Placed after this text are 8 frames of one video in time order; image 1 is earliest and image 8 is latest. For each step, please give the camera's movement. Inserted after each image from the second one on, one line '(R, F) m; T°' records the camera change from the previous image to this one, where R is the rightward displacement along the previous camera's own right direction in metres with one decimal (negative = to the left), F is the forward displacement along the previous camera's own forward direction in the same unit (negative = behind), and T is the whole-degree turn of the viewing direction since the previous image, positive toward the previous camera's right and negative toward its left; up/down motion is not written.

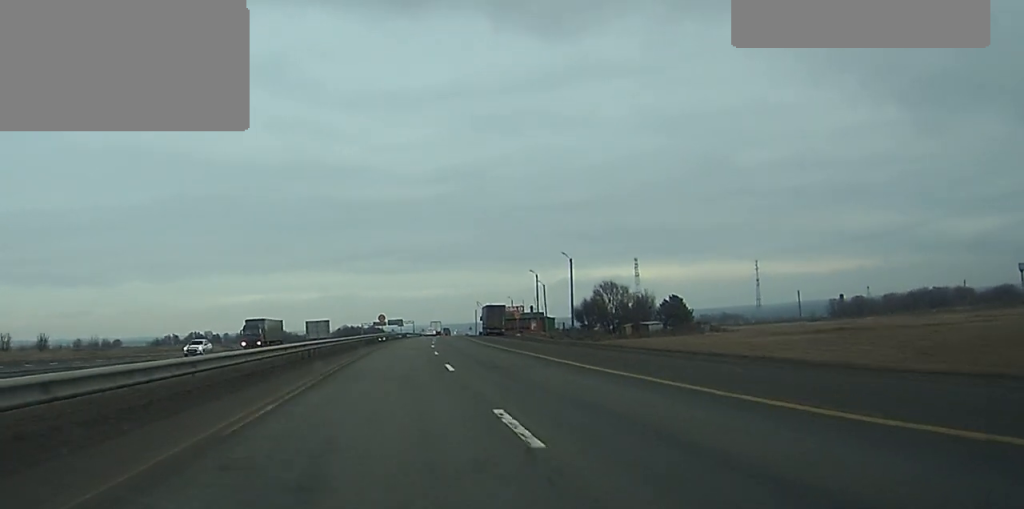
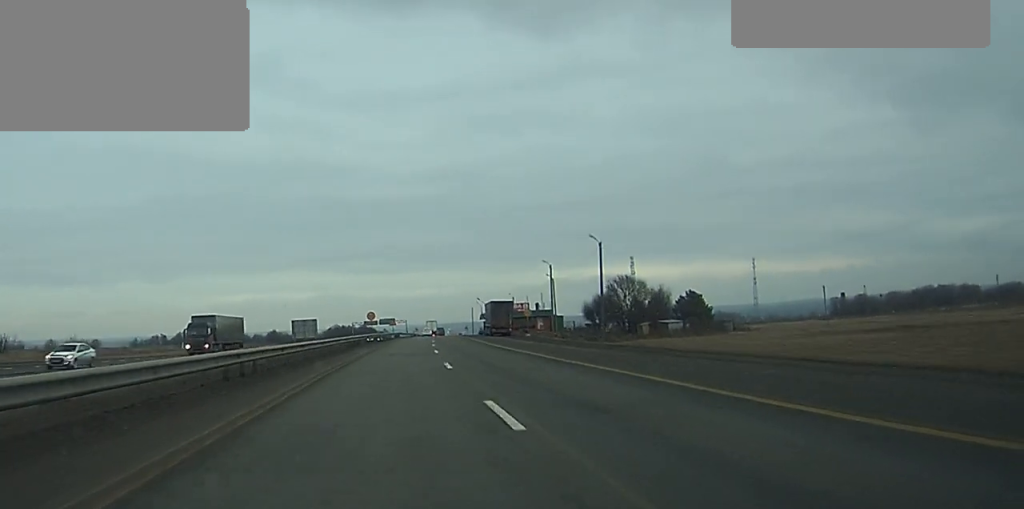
(+0.4, +14.9) m; +1°
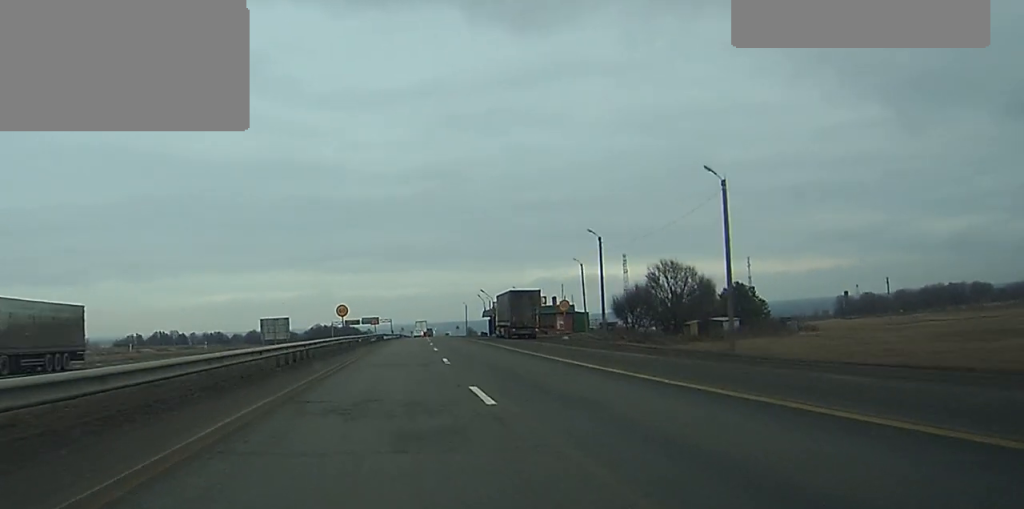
(+0.5, +28.9) m; +2°
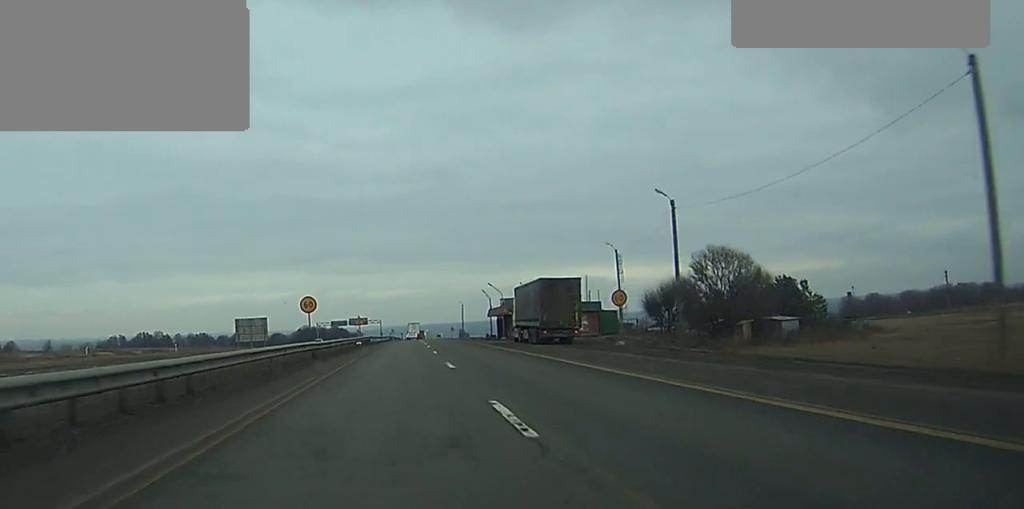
(+0.1, +19.6) m; +1°
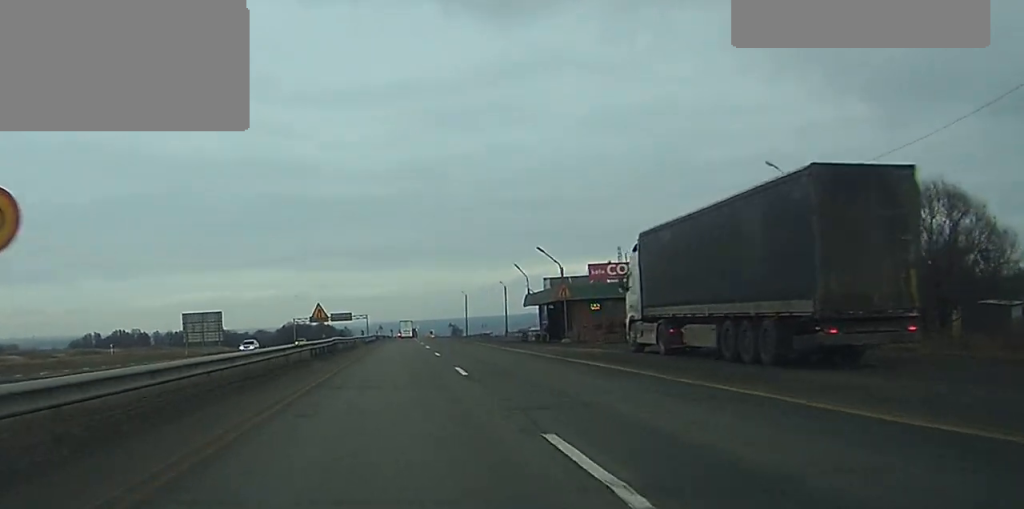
(+0.4, +37.5) m; +1°
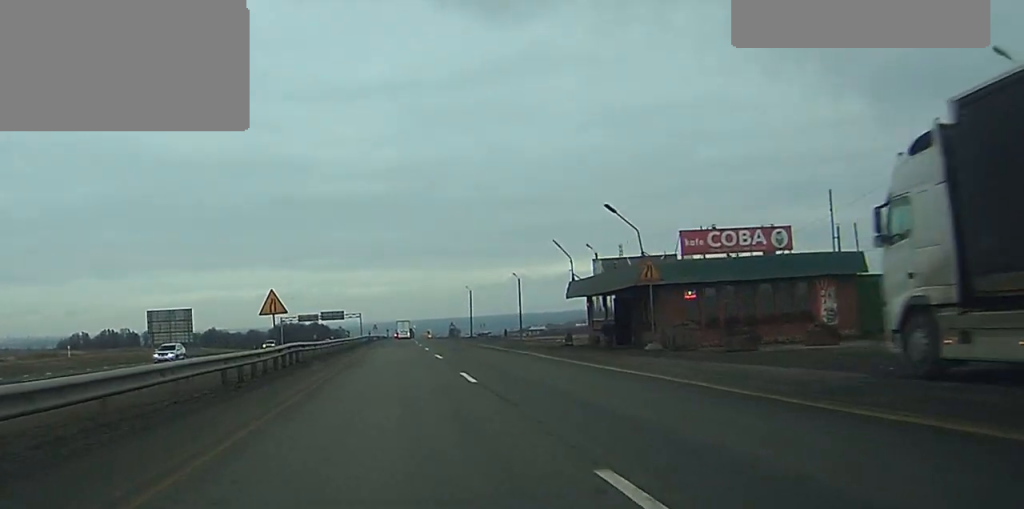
(0.0, +18.7) m; 0°
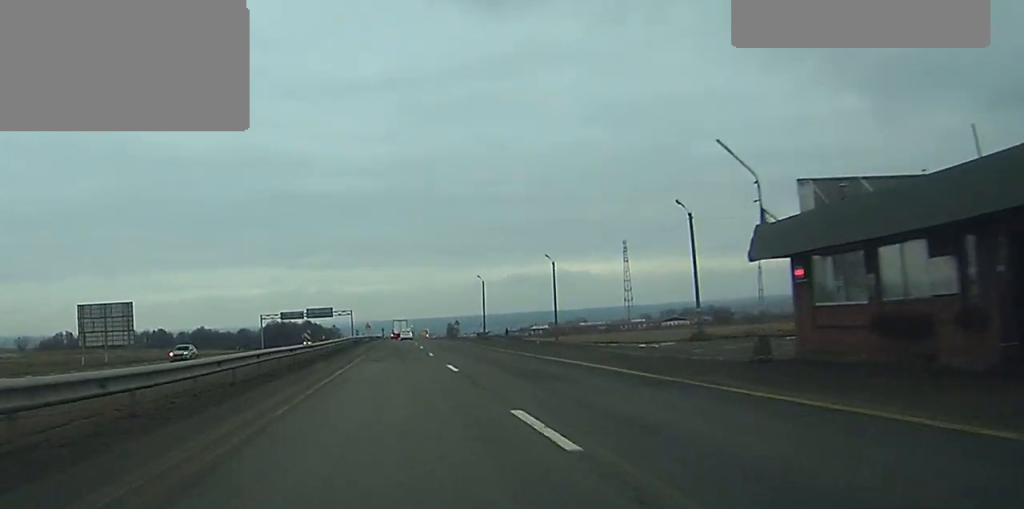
(+0.1, +26.9) m; +1°
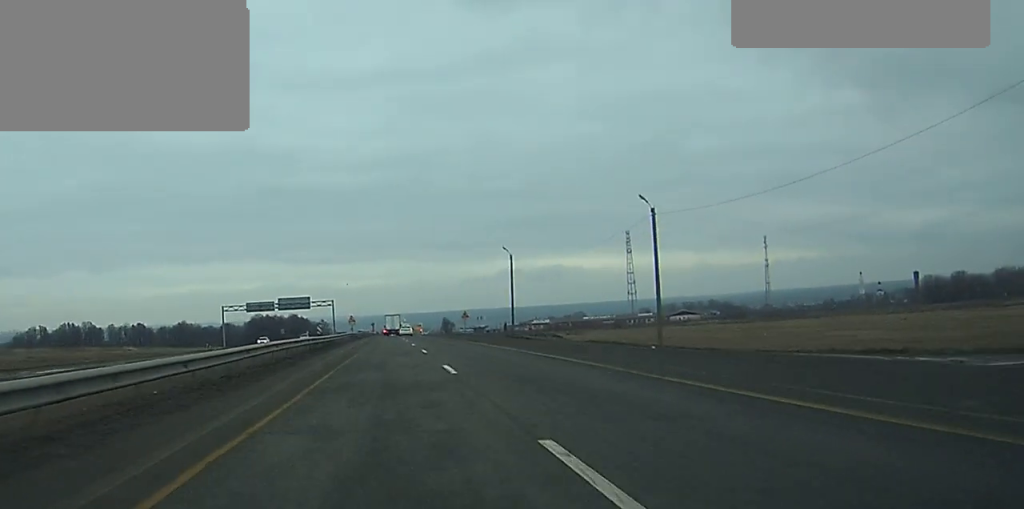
(+0.3, +35.4) m; +1°
